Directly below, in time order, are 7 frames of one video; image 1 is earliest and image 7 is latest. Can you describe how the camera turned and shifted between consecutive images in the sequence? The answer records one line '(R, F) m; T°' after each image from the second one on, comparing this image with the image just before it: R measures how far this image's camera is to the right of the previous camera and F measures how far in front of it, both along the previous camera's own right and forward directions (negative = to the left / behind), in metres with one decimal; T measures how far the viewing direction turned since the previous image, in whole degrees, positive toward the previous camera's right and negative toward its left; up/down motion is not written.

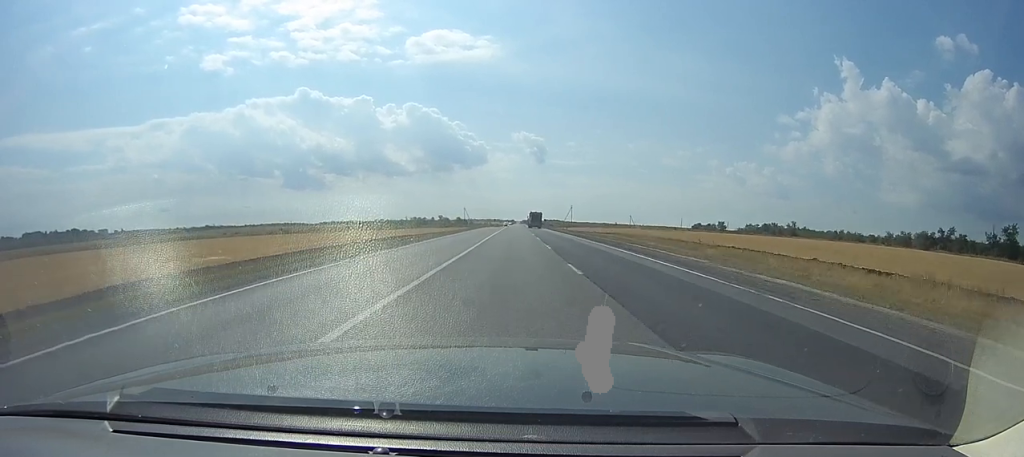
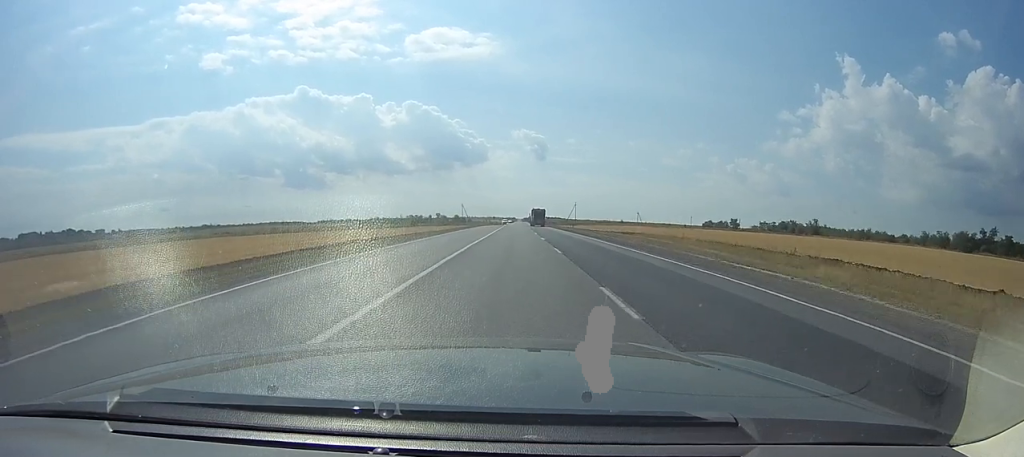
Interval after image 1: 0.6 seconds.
(-0.4, +18.0) m; -1°
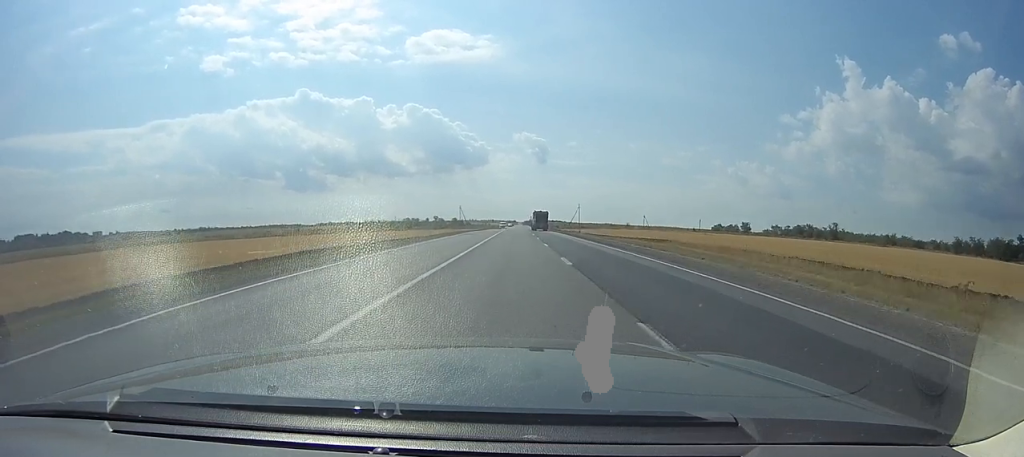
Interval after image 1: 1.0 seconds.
(-0.1, +15.4) m; -1°
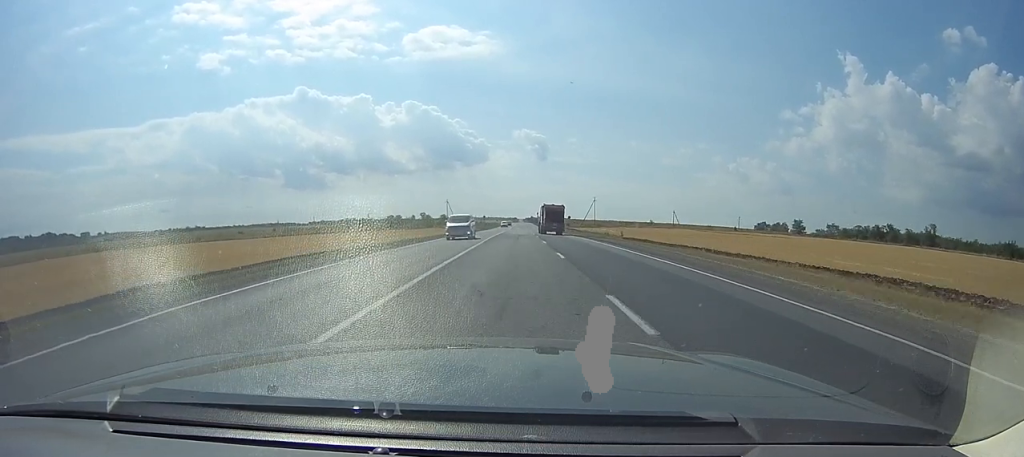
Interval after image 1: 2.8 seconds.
(0.0, +56.4) m; -1°
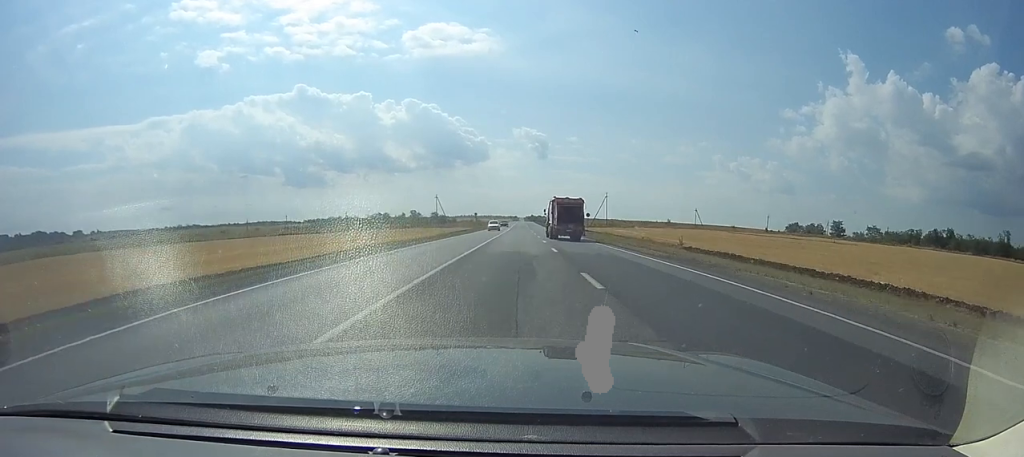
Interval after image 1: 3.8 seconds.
(-0.7, +31.1) m; 0°
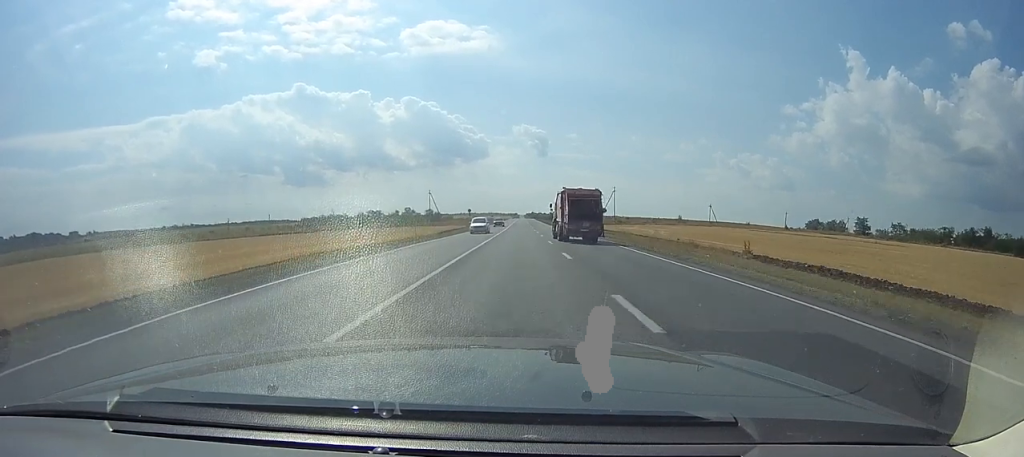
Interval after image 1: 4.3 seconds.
(+0.1, +17.1) m; +1°
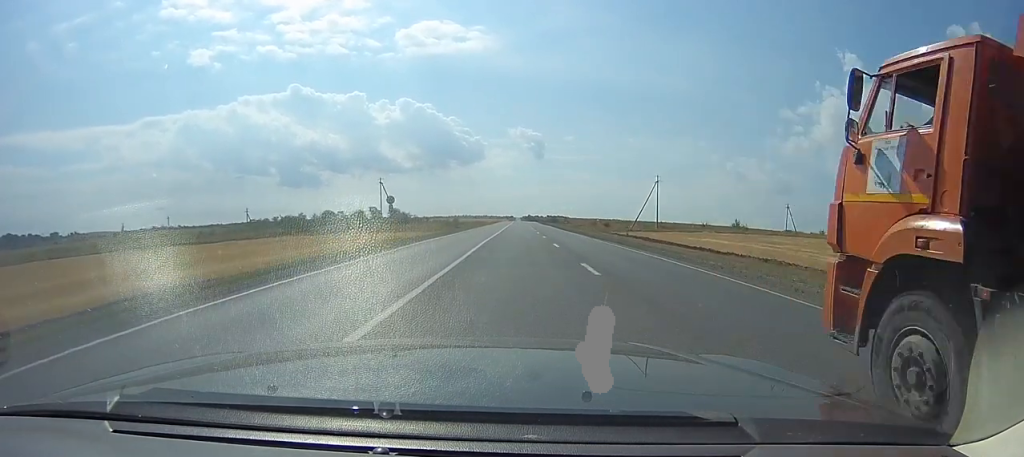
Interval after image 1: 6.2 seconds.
(+1.5, +63.7) m; +2°
